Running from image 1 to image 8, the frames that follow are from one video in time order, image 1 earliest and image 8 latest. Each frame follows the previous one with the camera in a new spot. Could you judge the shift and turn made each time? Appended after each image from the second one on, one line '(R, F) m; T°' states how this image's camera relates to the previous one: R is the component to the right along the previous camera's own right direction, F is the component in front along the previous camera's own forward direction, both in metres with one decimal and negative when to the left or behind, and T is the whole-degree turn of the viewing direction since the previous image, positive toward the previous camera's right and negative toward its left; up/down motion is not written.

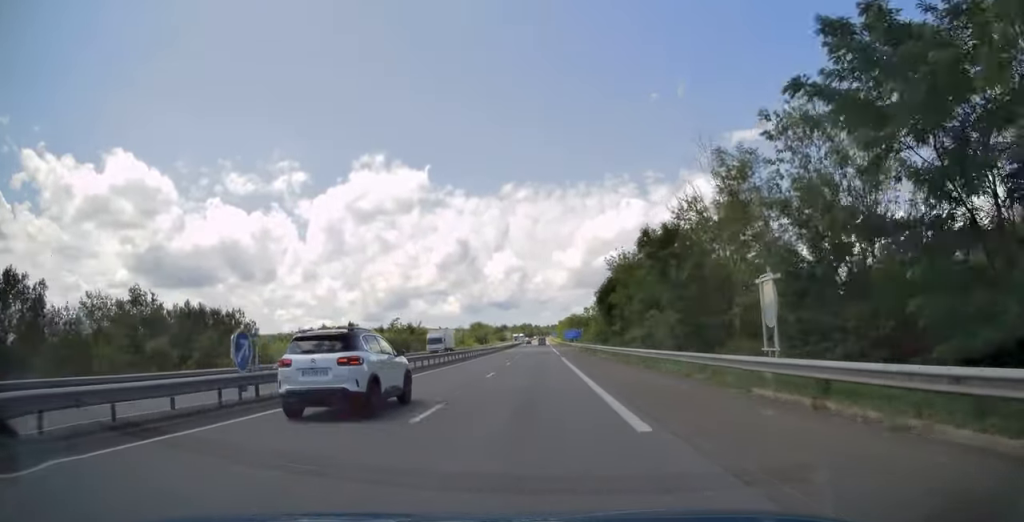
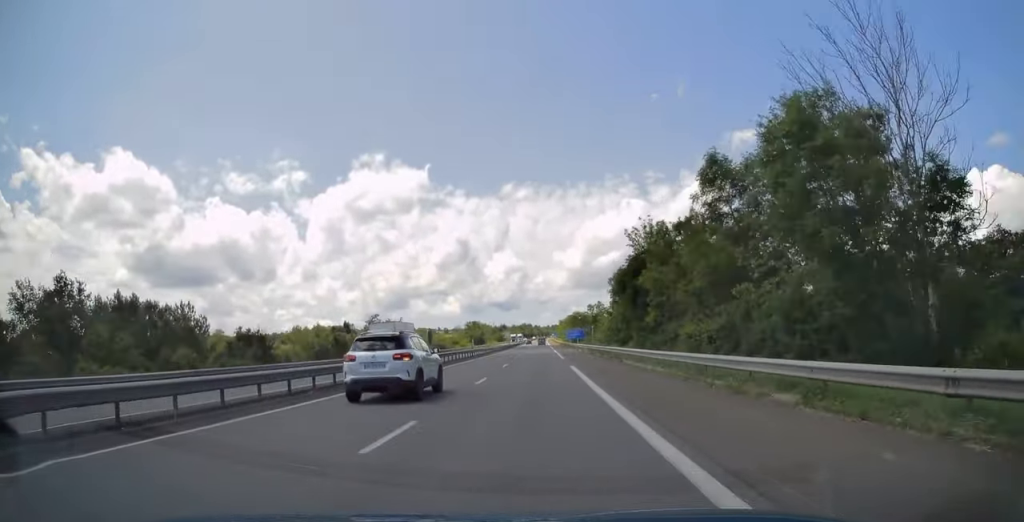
(+0.2, +15.8) m; 0°
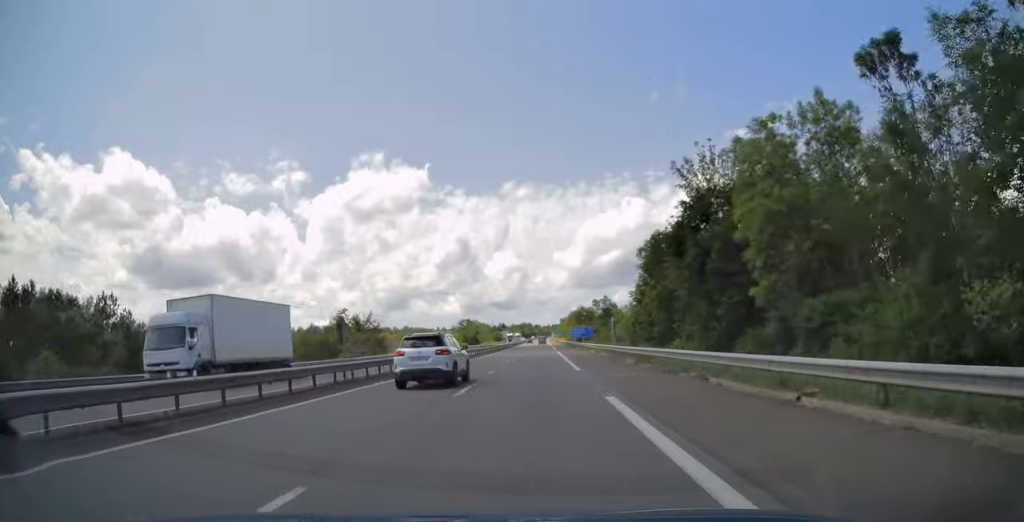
(+0.1, +17.9) m; 0°
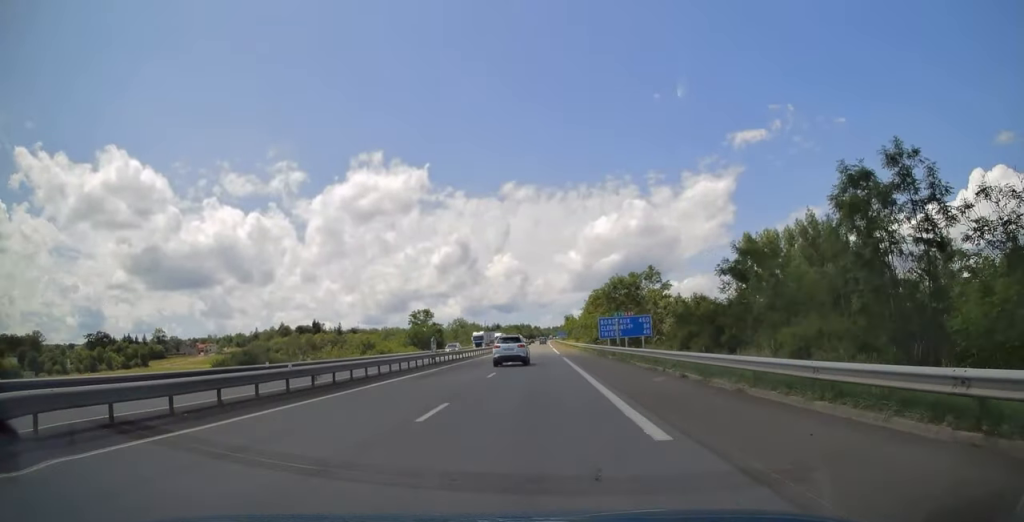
(-0.6, +70.0) m; -1°
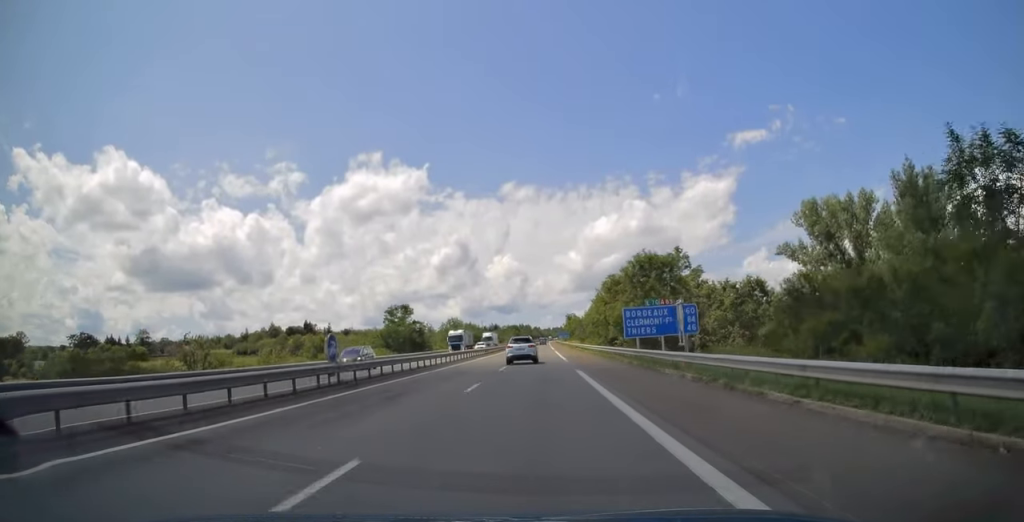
(0.0, +19.4) m; 0°
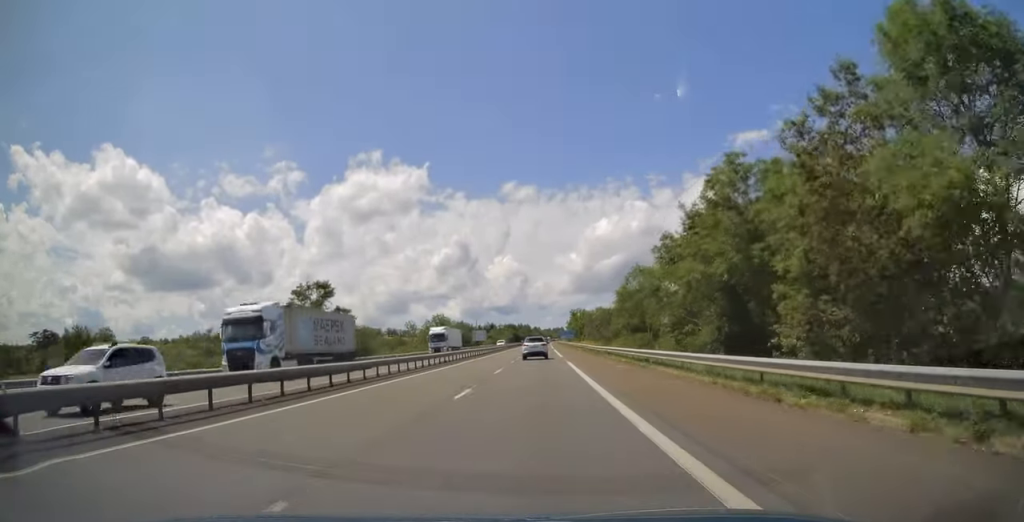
(+0.4, +40.9) m; +1°
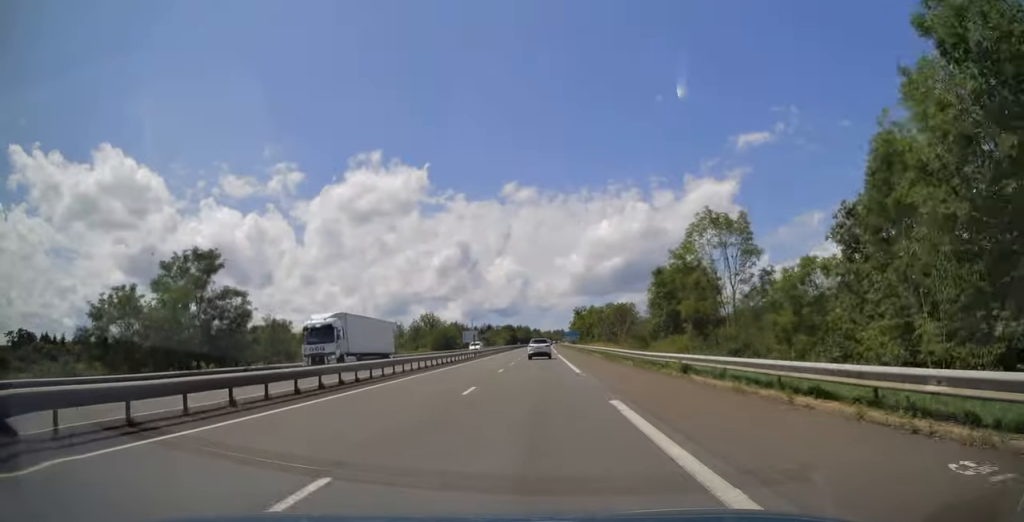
(0.0, +25.1) m; 0°
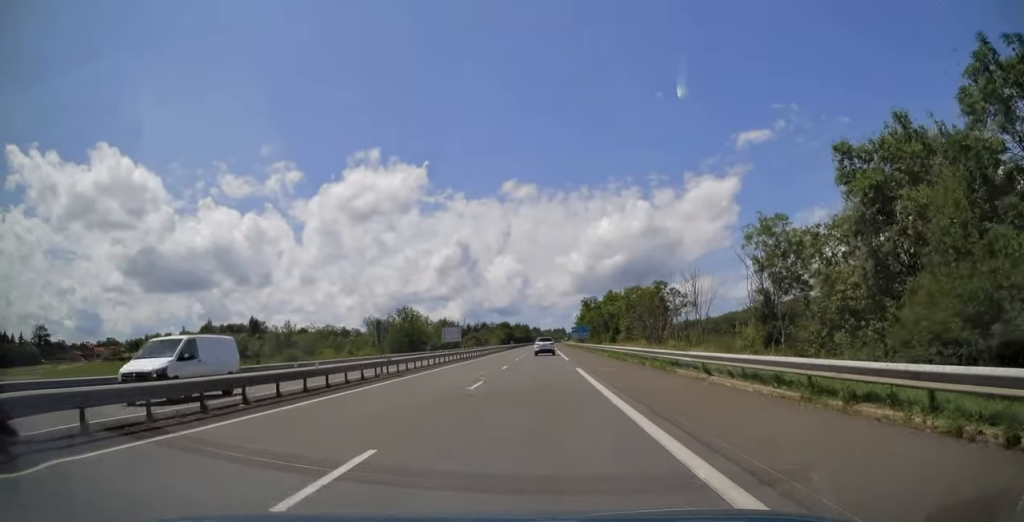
(0.0, +37.3) m; -1°
